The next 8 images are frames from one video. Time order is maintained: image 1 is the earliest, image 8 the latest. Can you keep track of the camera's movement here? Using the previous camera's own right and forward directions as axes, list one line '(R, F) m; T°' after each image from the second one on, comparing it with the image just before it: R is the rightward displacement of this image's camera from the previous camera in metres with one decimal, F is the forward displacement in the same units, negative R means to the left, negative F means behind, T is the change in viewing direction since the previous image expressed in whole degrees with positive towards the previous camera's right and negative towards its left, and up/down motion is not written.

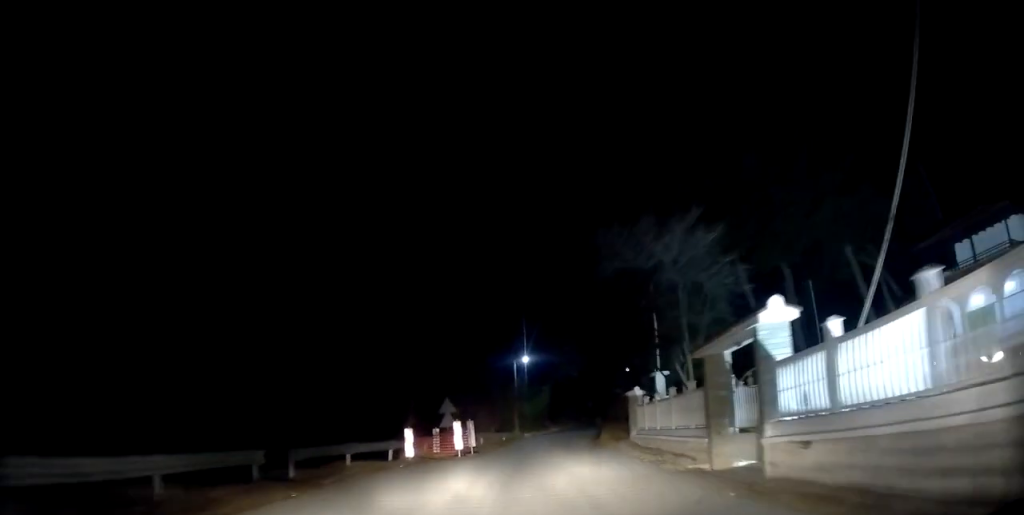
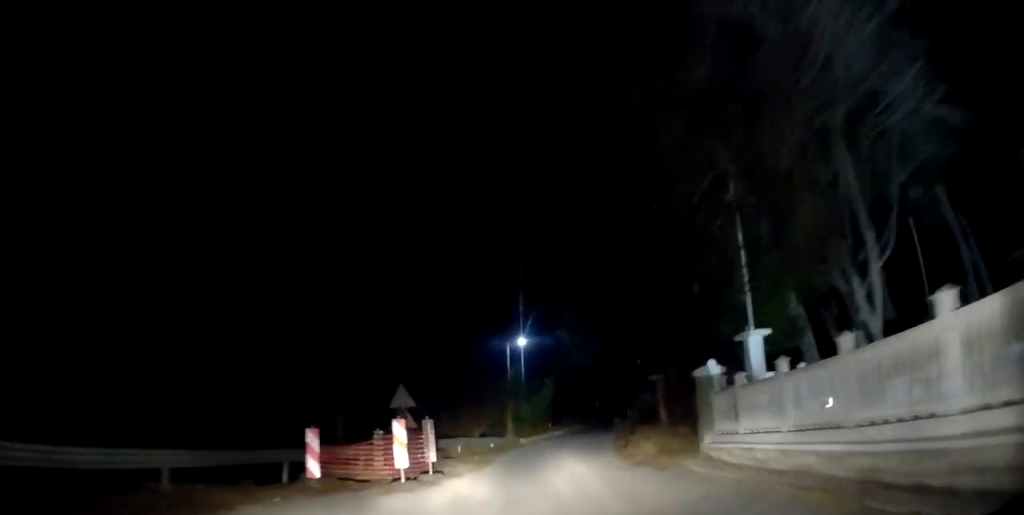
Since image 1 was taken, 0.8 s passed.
(-0.1, +9.5) m; 0°
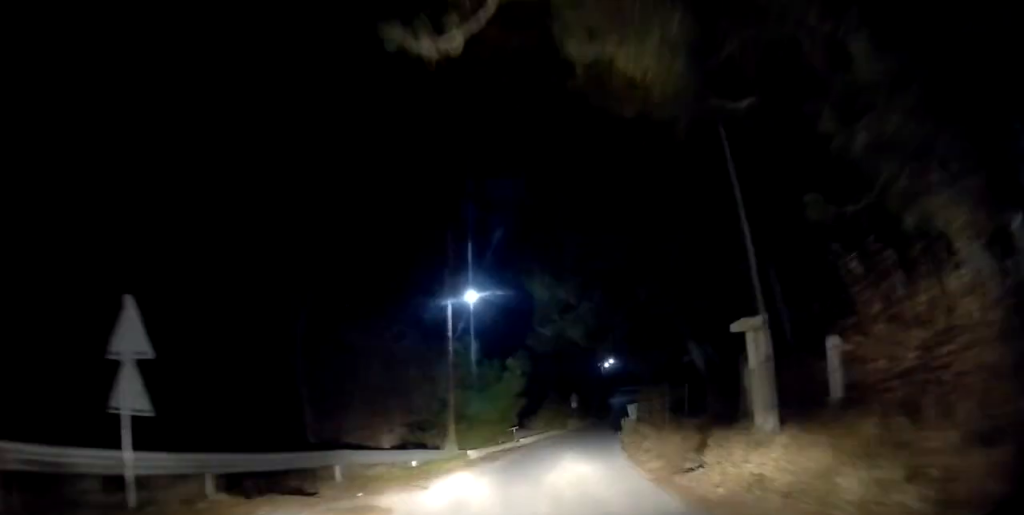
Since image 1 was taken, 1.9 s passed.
(+0.1, +12.2) m; +3°
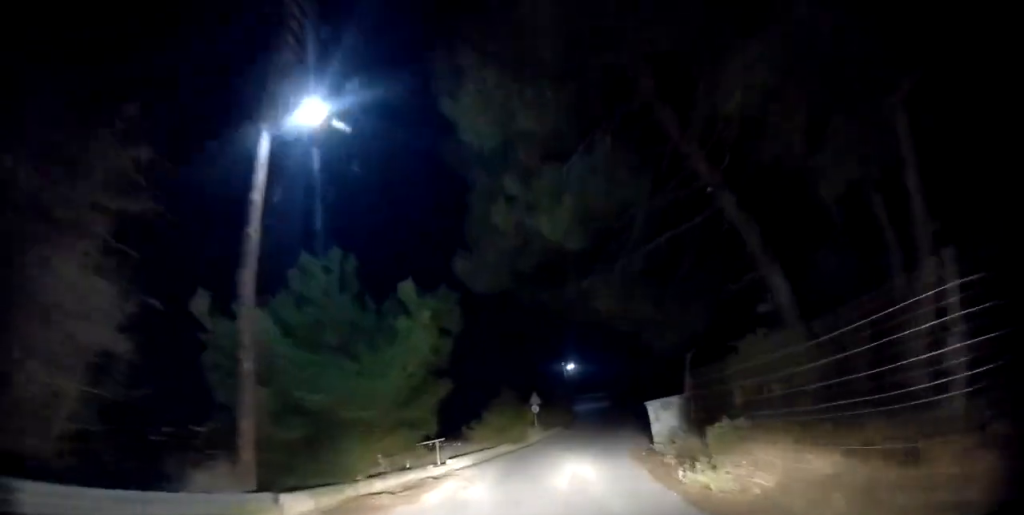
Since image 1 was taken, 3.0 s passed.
(+0.7, +12.1) m; +3°
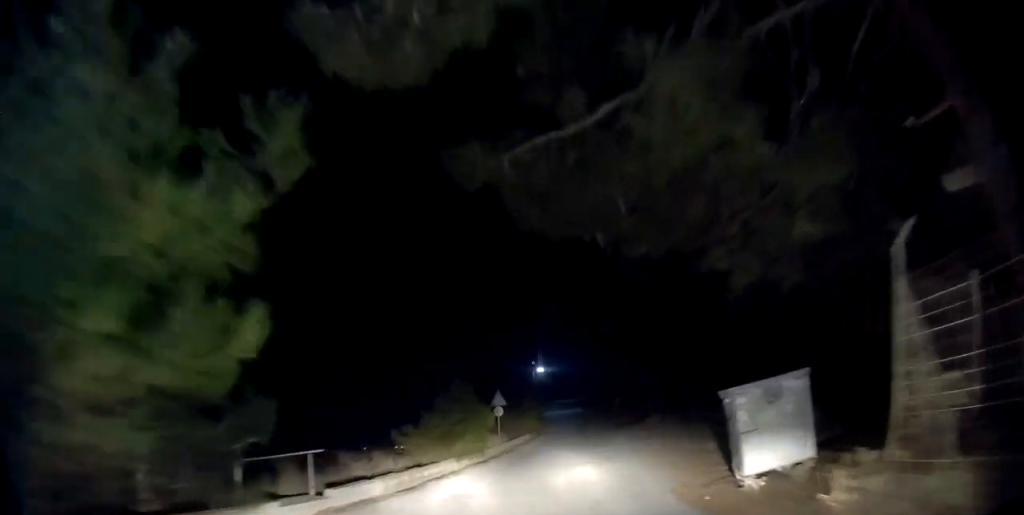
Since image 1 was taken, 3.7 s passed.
(-0.1, +7.5) m; +2°
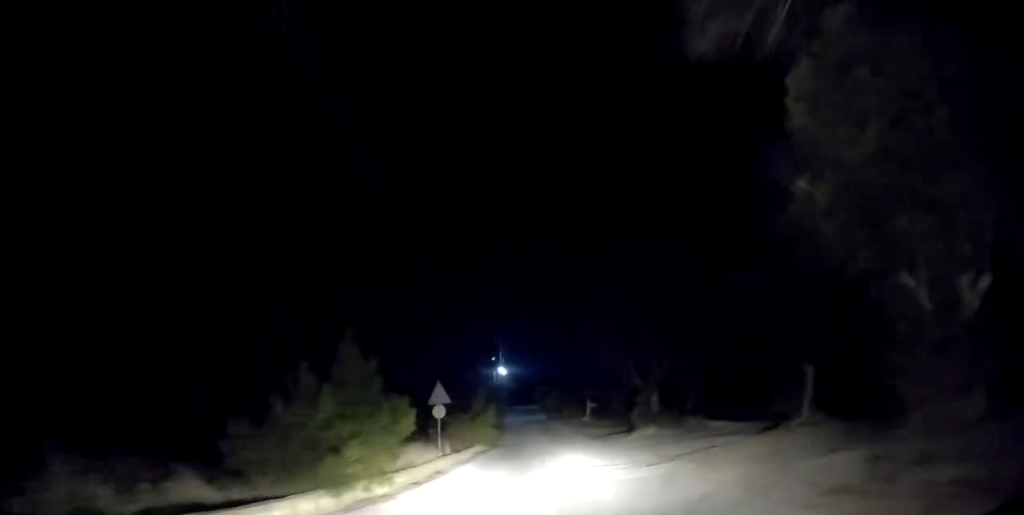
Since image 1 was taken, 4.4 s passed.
(+0.1, +7.9) m; +3°
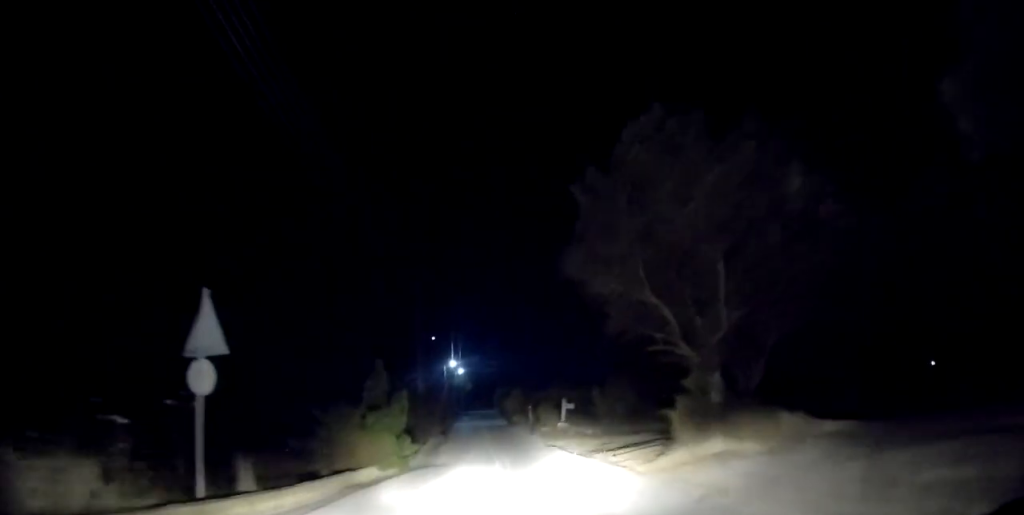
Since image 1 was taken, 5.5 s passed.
(+0.8, +12.7) m; +6°
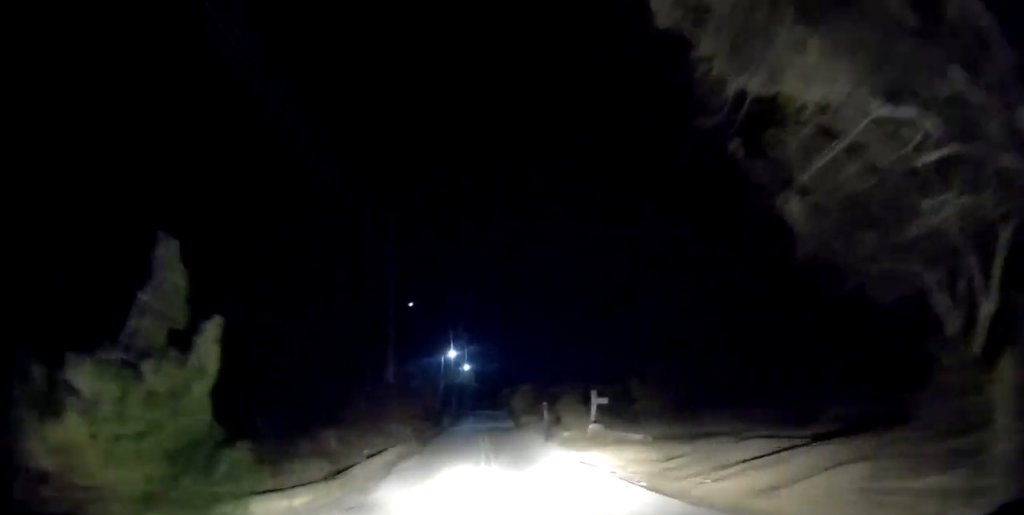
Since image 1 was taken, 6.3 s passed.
(+0.3, +9.8) m; +2°
